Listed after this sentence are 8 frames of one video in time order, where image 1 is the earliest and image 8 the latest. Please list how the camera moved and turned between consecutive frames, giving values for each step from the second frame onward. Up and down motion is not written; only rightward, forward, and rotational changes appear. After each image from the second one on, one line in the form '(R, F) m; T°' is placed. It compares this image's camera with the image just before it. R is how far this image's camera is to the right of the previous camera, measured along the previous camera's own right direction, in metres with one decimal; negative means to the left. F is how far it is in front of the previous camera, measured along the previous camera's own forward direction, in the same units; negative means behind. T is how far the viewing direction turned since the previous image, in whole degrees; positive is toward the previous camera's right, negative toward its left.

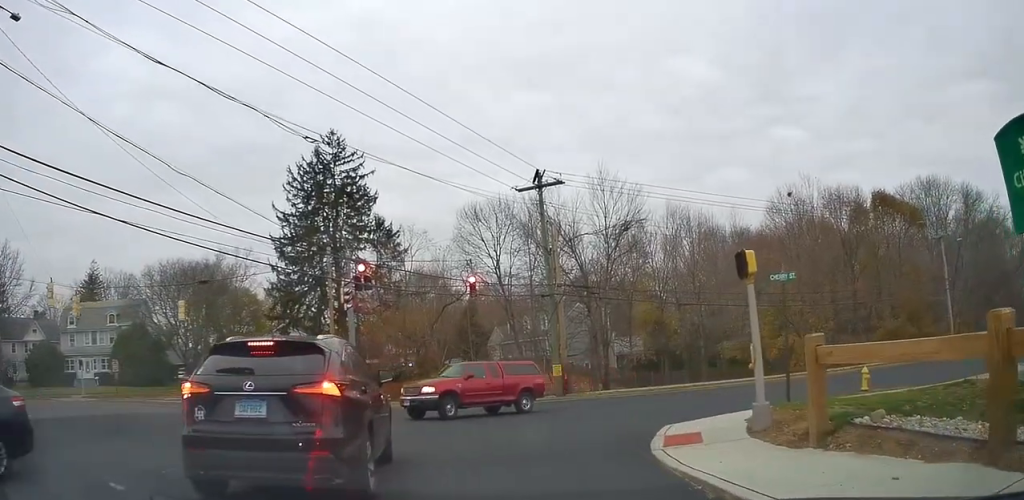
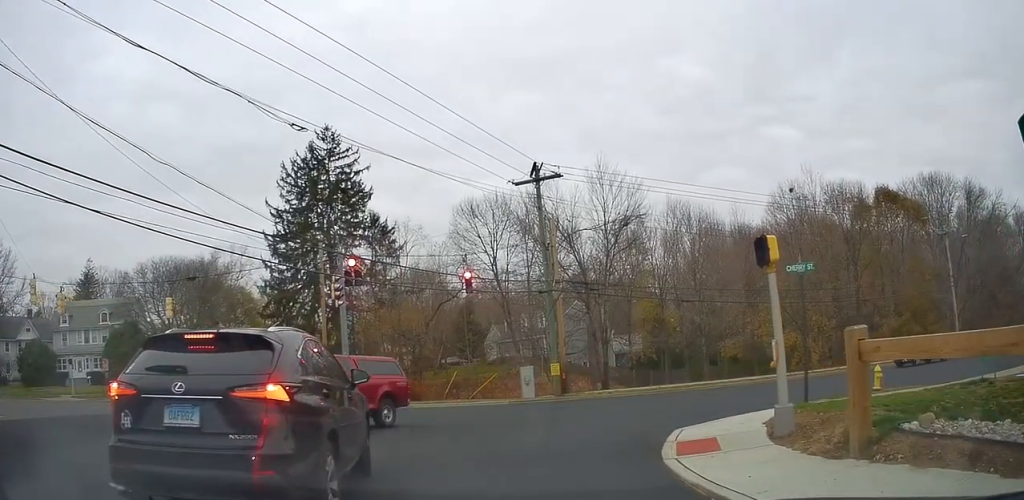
(0.0, +1.0) m; 0°
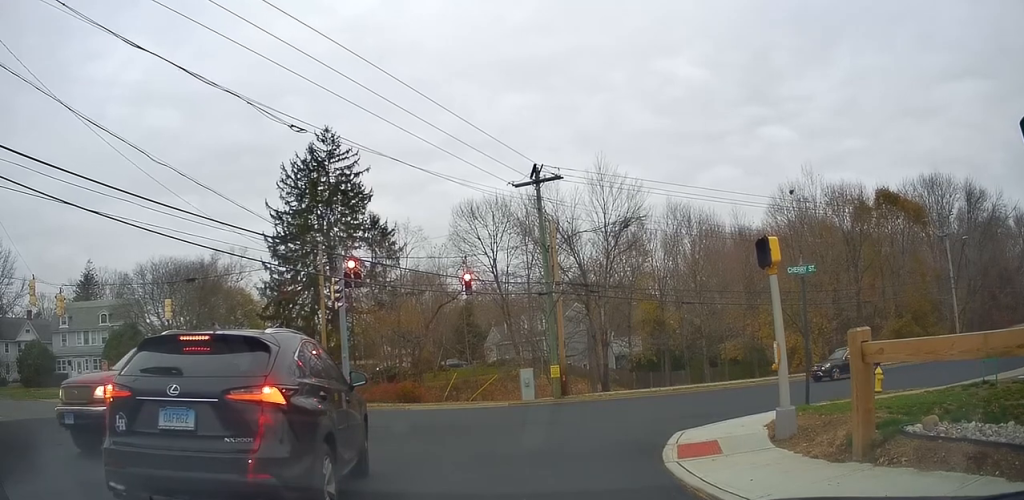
(0.0, -0.1) m; 0°
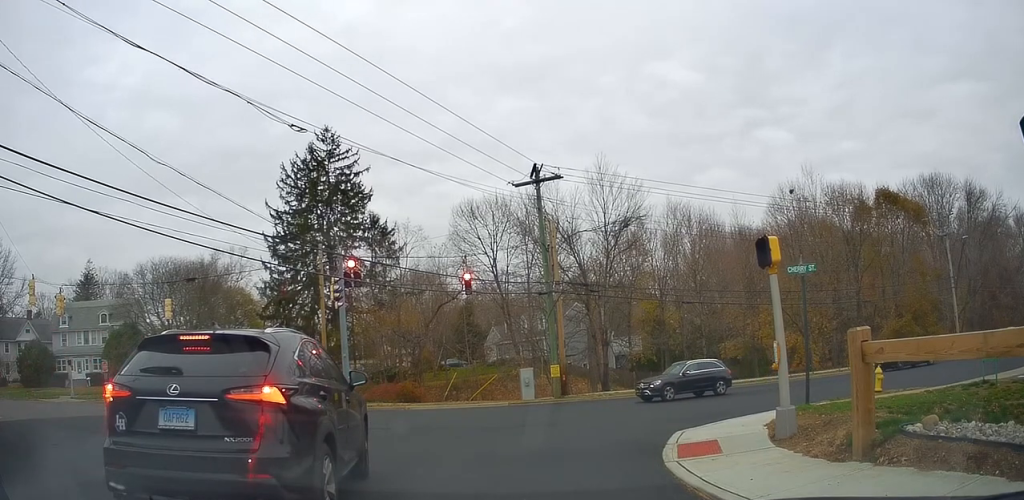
(0.0, 0.0) m; 0°
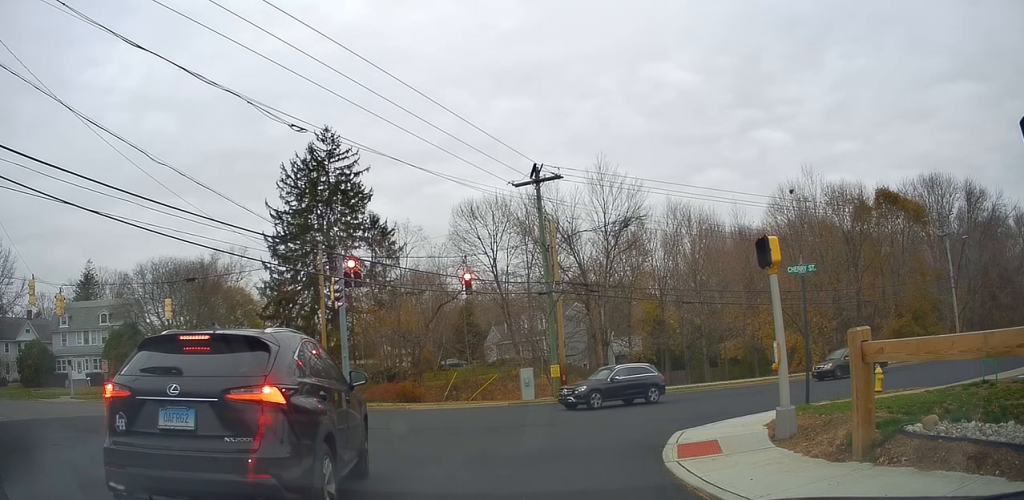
(0.0, 0.0) m; 0°
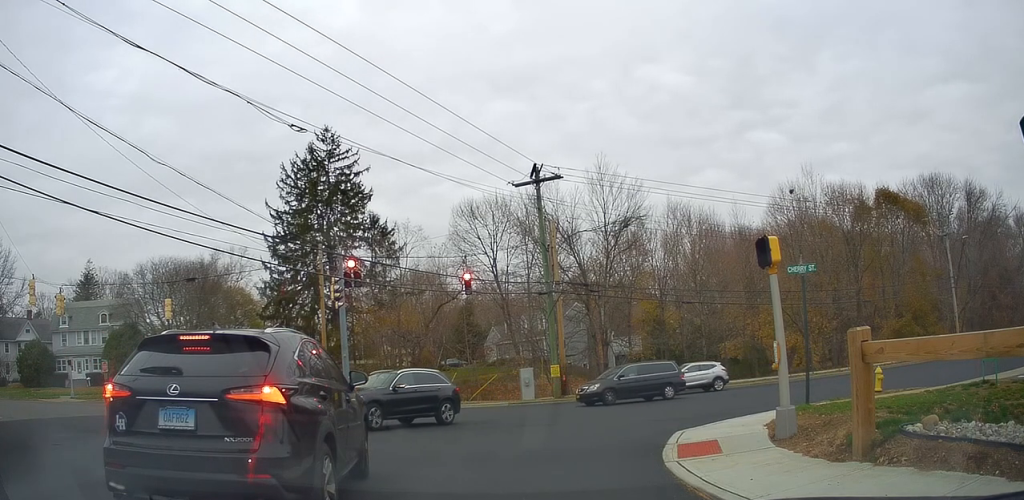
(0.0, 0.0) m; 0°
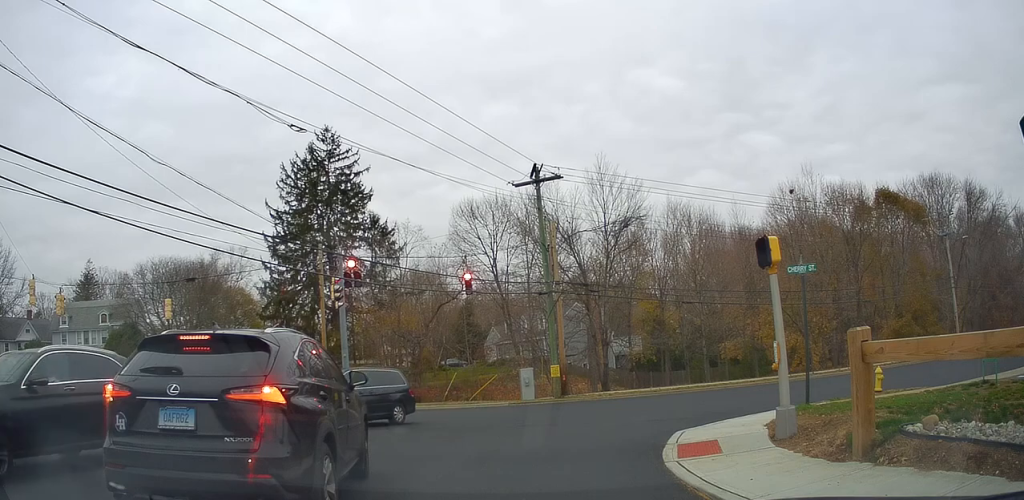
(0.0, 0.0) m; 0°
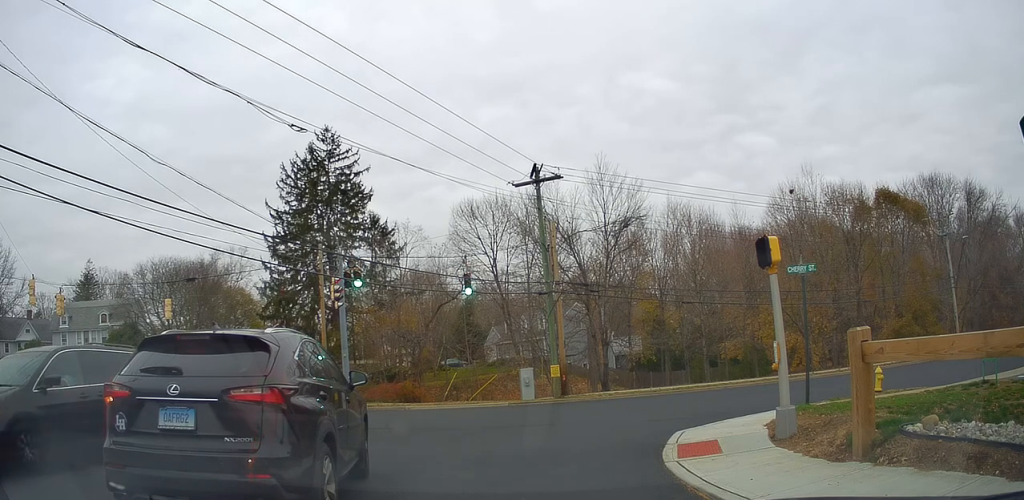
(0.0, 0.0) m; 0°
